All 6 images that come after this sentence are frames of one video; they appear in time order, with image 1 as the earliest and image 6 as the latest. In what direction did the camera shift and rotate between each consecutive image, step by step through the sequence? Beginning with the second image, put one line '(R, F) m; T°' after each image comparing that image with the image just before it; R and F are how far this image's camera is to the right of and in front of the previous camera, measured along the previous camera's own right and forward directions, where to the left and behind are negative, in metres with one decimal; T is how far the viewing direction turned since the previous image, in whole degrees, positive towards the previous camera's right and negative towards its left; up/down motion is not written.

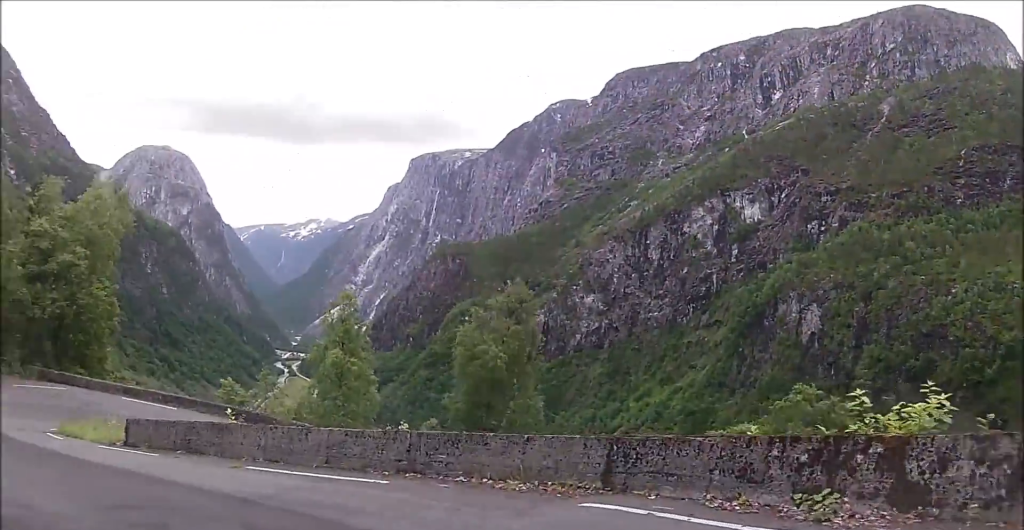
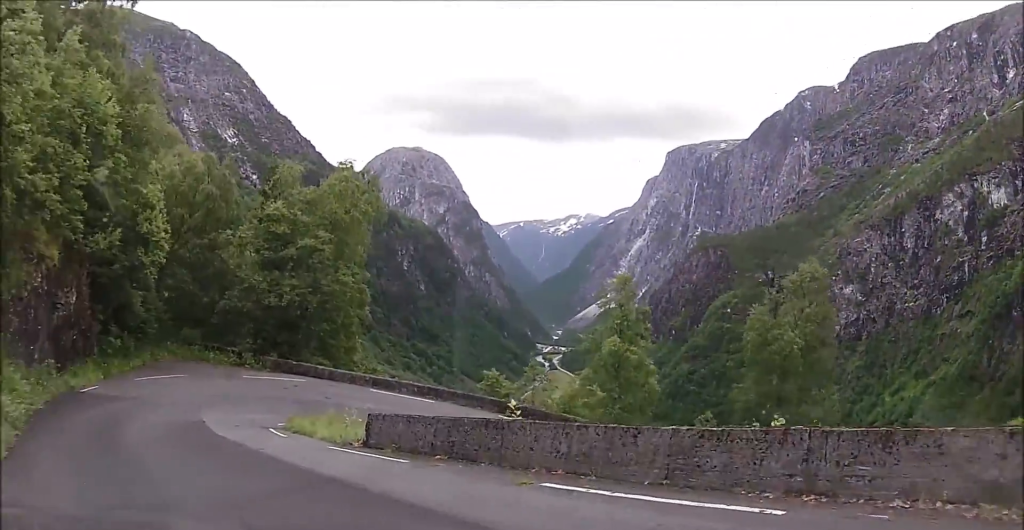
(-0.6, +3.3) m; -19°
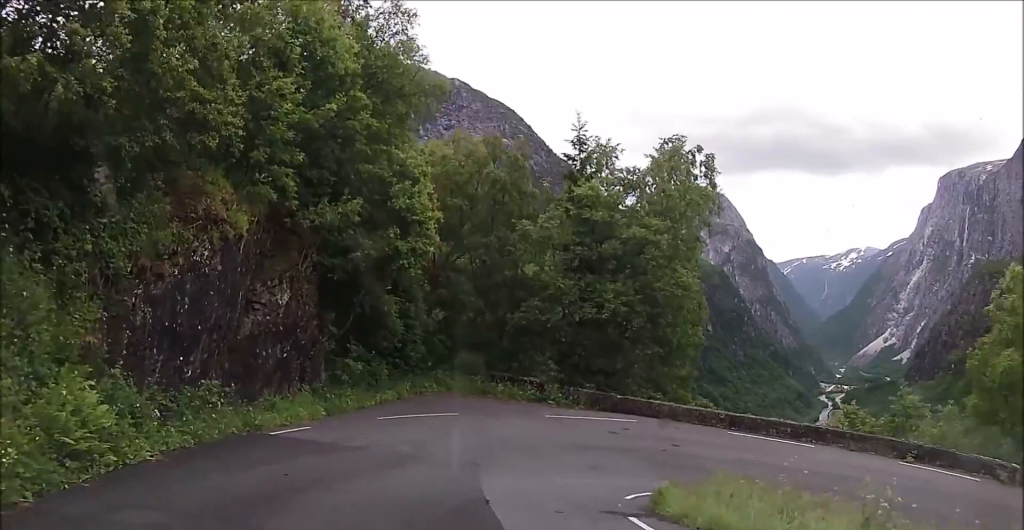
(-3.0, +9.6) m; -28°
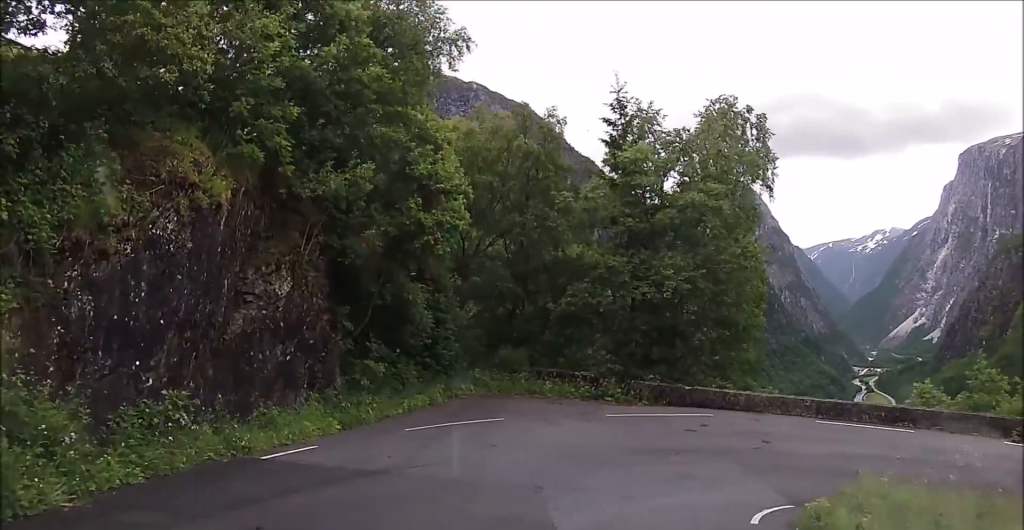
(-0.2, +4.0) m; 0°
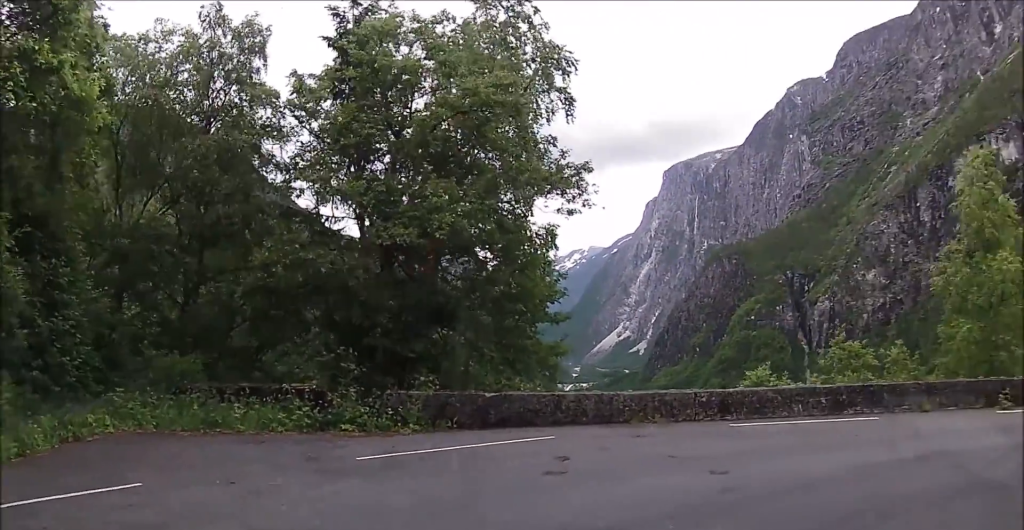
(+2.0, +9.9) m; +38°
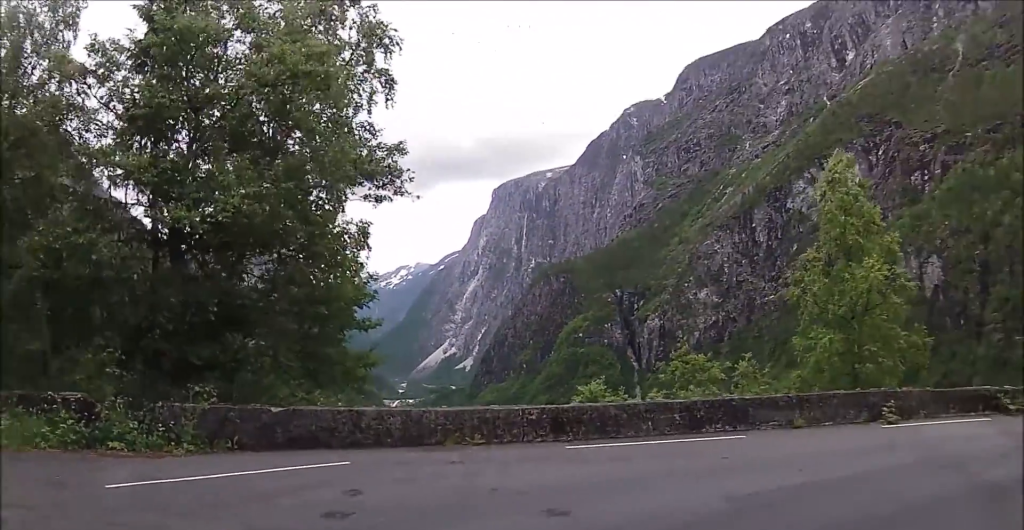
(+0.3, +1.7) m; +16°
